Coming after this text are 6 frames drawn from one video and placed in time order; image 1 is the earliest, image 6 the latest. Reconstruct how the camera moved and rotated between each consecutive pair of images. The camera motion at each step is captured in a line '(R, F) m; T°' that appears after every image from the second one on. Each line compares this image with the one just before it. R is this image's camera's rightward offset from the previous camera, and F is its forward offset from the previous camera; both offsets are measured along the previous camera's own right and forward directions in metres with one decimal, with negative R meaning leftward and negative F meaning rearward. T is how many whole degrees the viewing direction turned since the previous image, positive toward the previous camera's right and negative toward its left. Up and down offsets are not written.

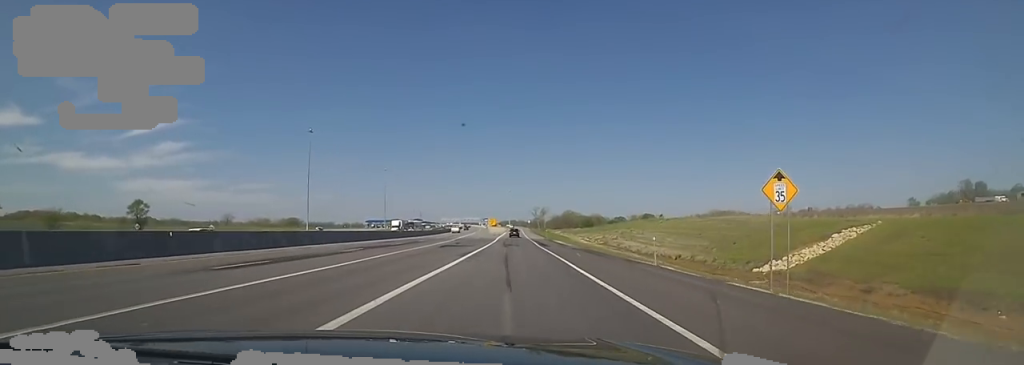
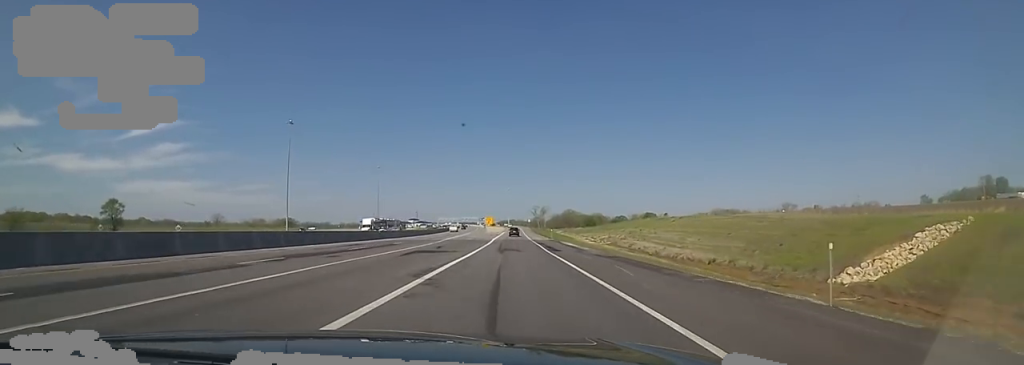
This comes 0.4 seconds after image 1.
(-0.7, +12.4) m; 0°
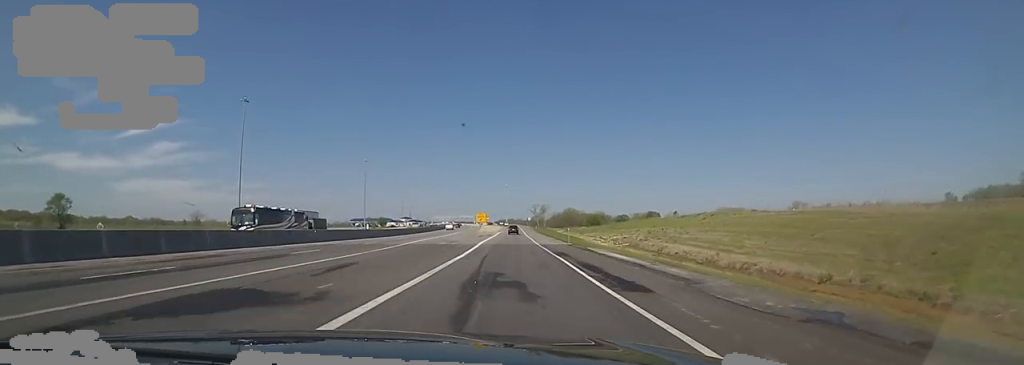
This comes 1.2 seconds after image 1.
(-0.5, +22.6) m; 0°
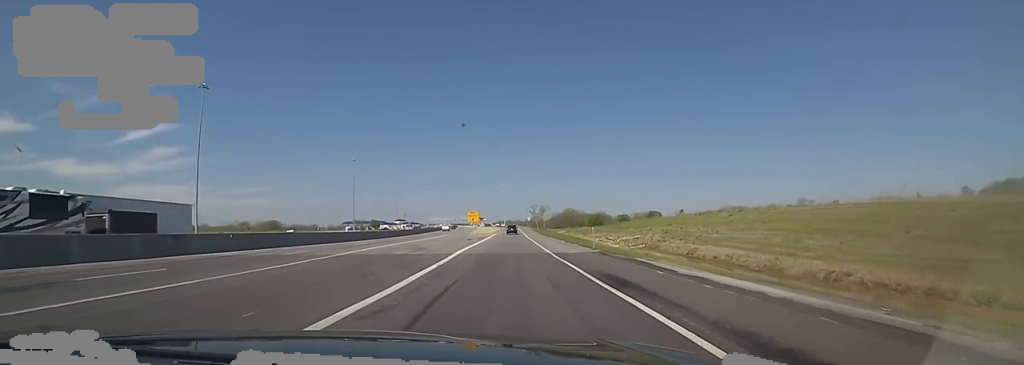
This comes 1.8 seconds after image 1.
(+0.5, +14.6) m; +1°
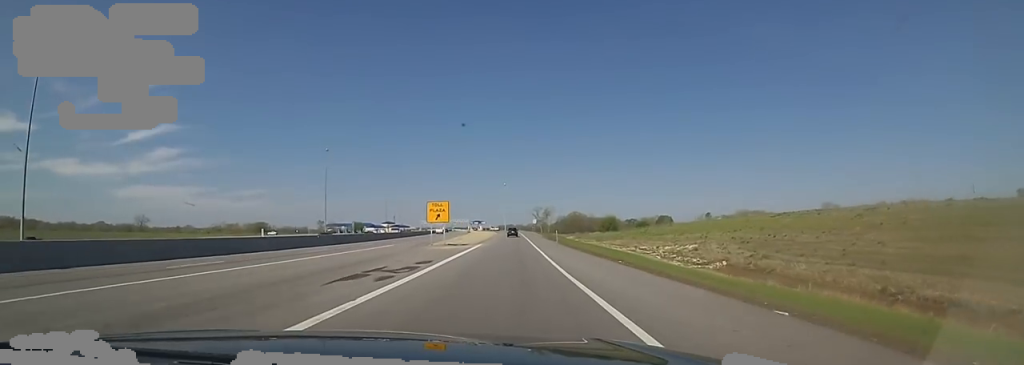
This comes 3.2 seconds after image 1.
(+0.4, +38.3) m; 0°
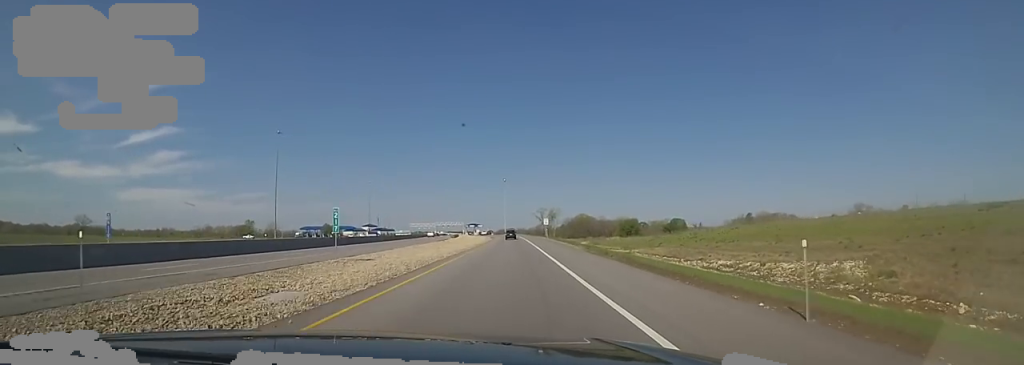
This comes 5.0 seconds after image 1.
(-2.6, +45.3) m; -3°
